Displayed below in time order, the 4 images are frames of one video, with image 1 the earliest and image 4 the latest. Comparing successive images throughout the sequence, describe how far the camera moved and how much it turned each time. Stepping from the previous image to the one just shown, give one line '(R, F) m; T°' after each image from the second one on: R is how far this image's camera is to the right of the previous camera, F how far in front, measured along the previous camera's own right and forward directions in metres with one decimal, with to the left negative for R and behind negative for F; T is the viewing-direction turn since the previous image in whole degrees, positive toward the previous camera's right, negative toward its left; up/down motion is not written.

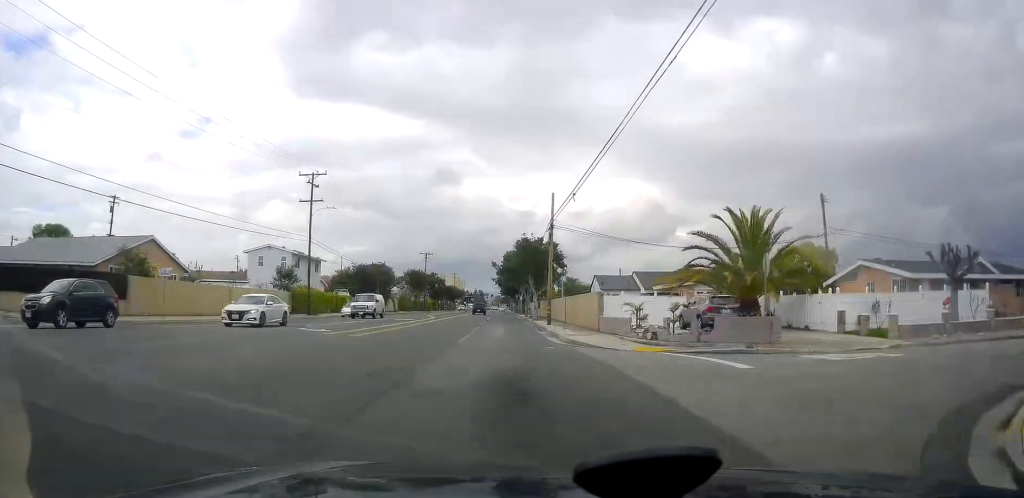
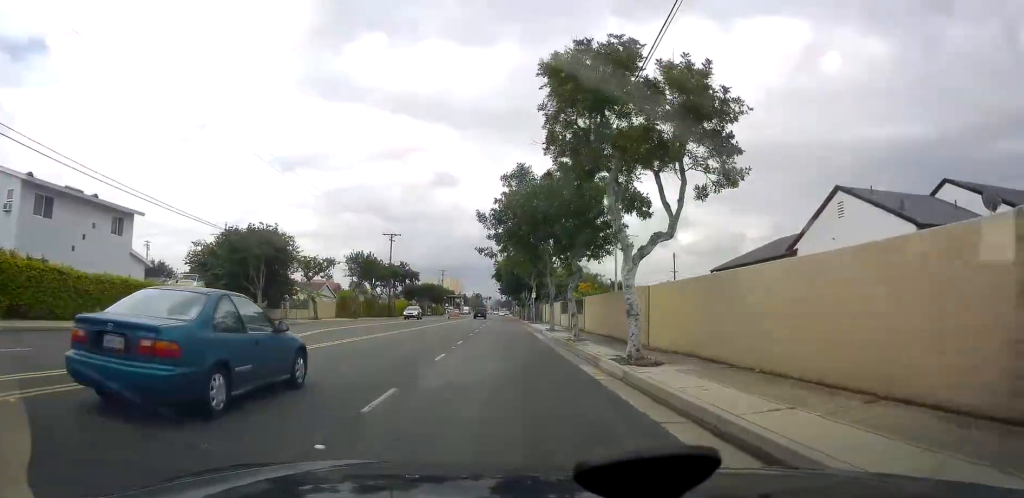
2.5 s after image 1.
(0.0, +42.5) m; 0°
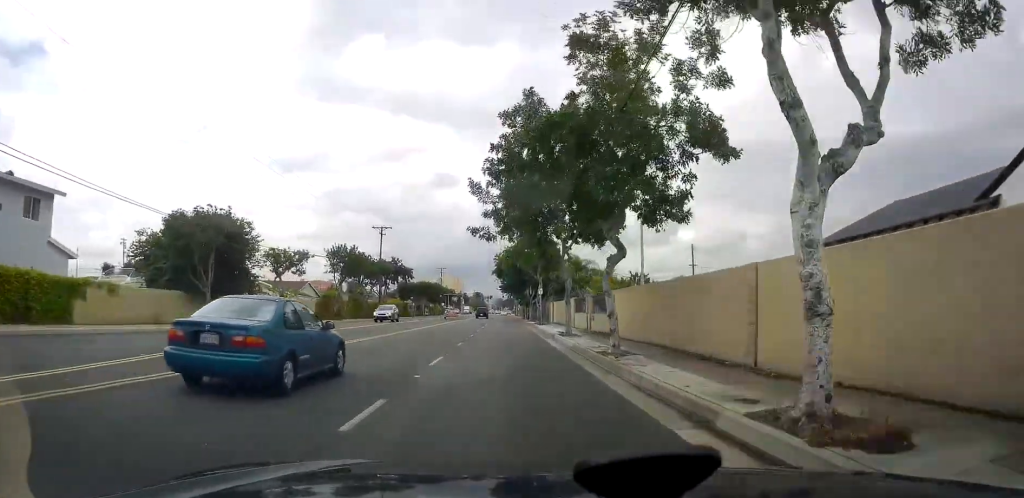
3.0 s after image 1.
(0.0, +8.5) m; 0°
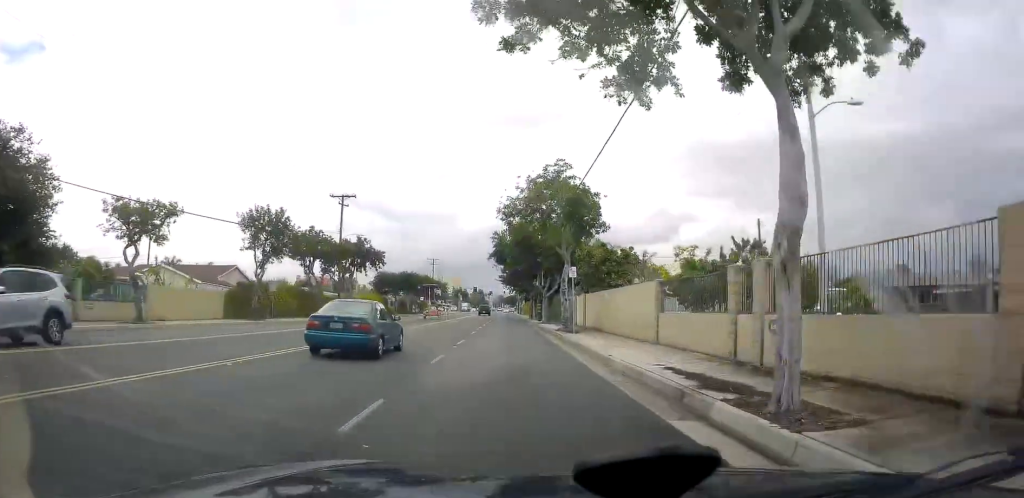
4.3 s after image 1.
(0.0, +21.8) m; 0°
